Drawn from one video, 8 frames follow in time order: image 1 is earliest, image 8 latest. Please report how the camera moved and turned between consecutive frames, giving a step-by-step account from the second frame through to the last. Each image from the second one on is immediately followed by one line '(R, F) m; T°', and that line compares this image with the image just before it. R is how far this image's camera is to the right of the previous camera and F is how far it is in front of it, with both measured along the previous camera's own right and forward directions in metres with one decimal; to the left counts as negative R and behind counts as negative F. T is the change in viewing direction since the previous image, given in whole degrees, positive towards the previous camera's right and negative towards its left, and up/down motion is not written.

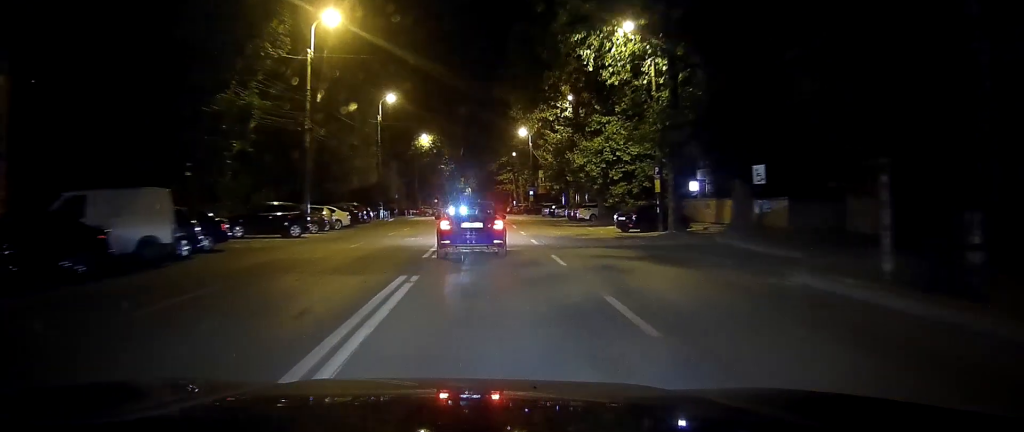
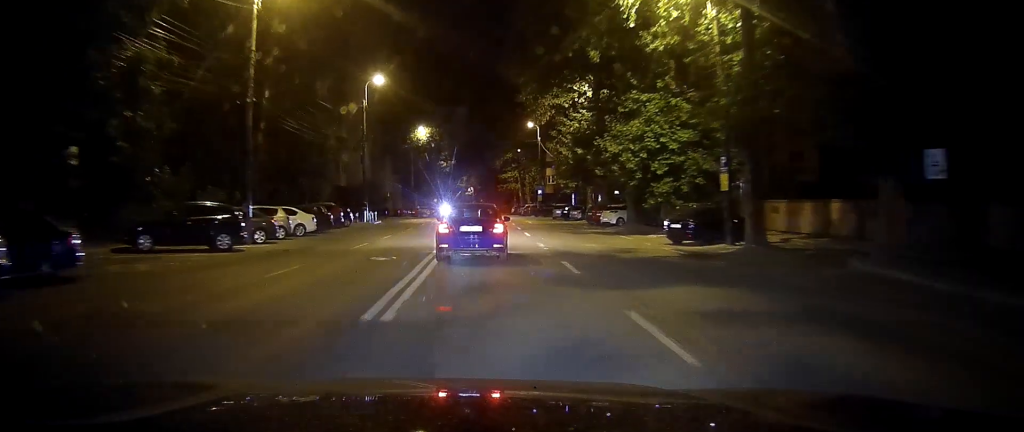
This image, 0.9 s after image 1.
(-0.1, +10.1) m; 0°
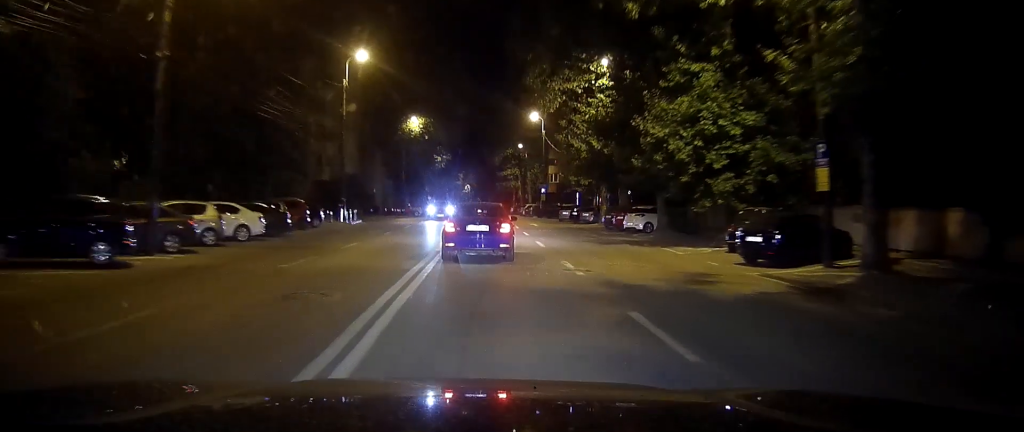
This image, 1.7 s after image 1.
(+0.1, +8.4) m; 0°
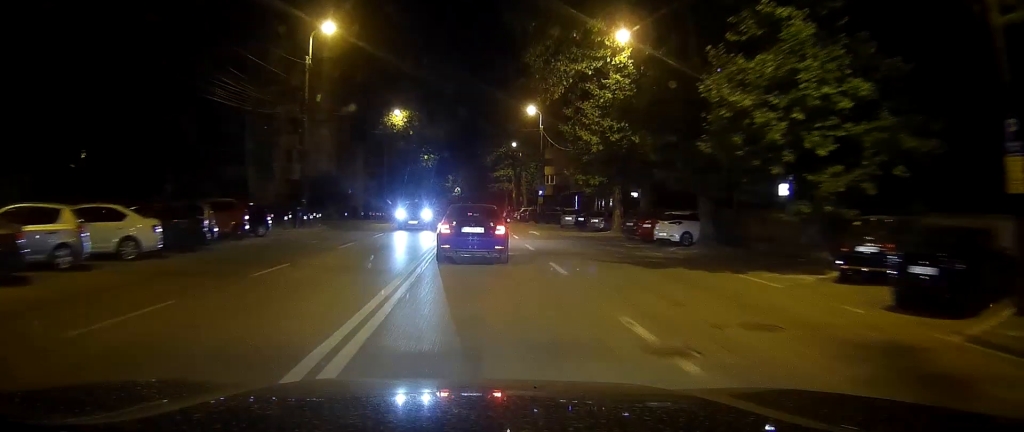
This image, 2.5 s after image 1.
(0.0, +8.7) m; 0°
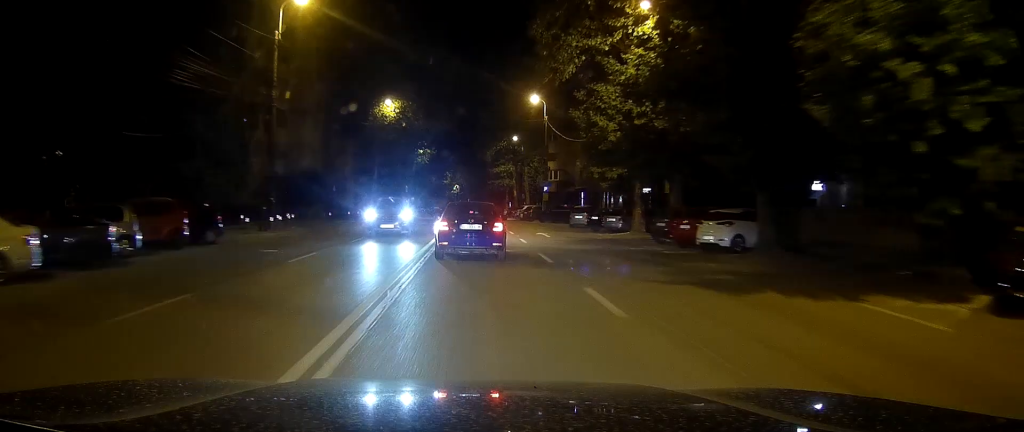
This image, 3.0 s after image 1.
(0.0, +6.1) m; 0°
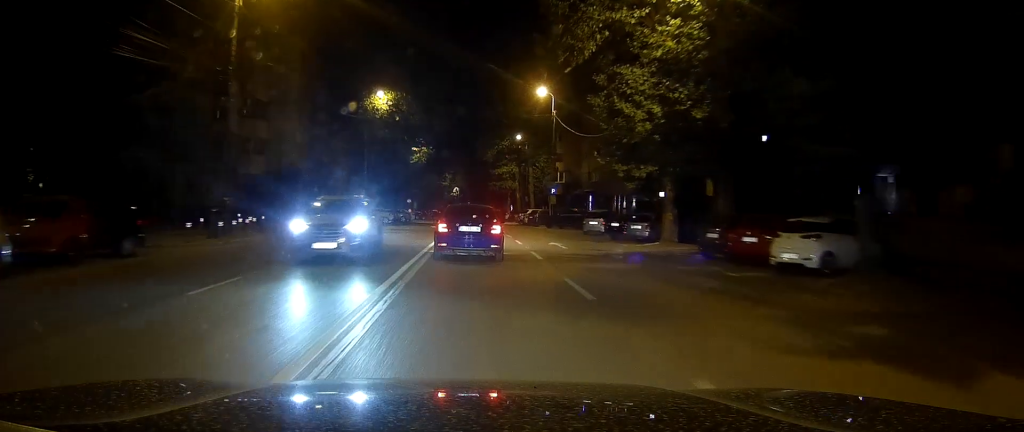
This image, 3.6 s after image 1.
(-0.1, +6.4) m; 0°
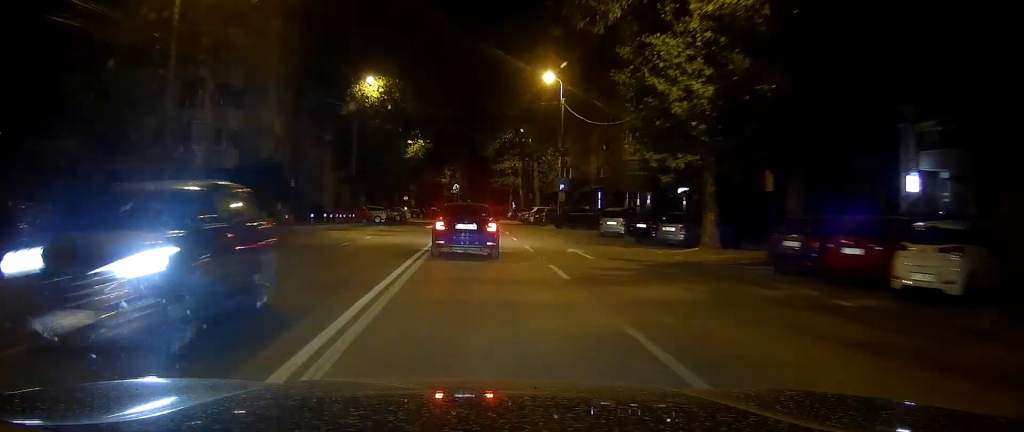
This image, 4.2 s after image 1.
(0.0, +5.9) m; 0°
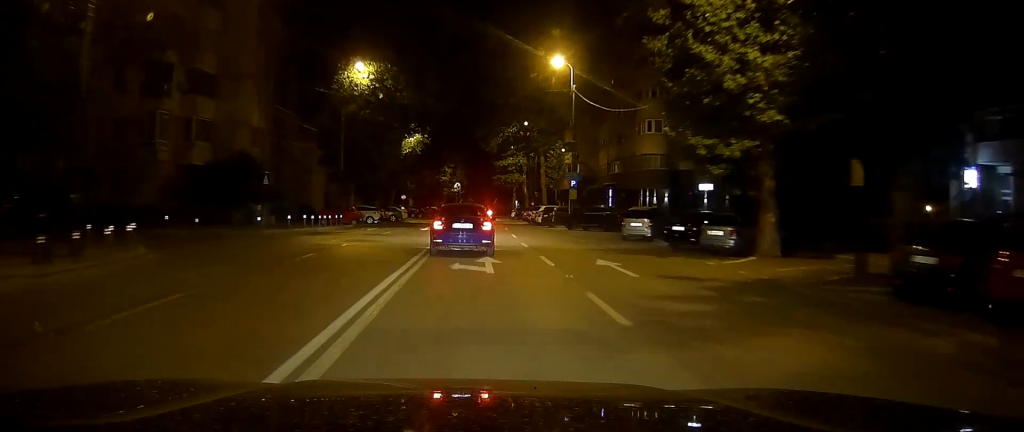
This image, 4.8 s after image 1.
(+0.1, +5.6) m; 0°
